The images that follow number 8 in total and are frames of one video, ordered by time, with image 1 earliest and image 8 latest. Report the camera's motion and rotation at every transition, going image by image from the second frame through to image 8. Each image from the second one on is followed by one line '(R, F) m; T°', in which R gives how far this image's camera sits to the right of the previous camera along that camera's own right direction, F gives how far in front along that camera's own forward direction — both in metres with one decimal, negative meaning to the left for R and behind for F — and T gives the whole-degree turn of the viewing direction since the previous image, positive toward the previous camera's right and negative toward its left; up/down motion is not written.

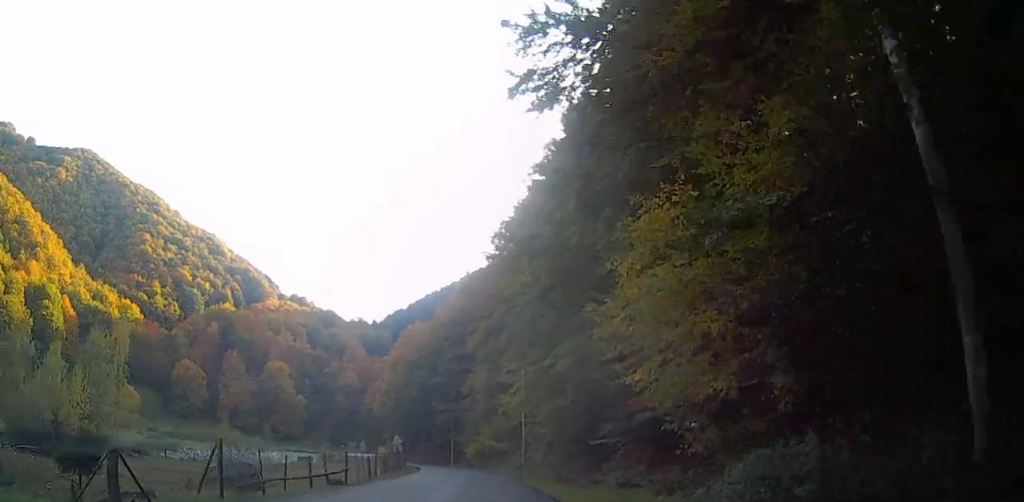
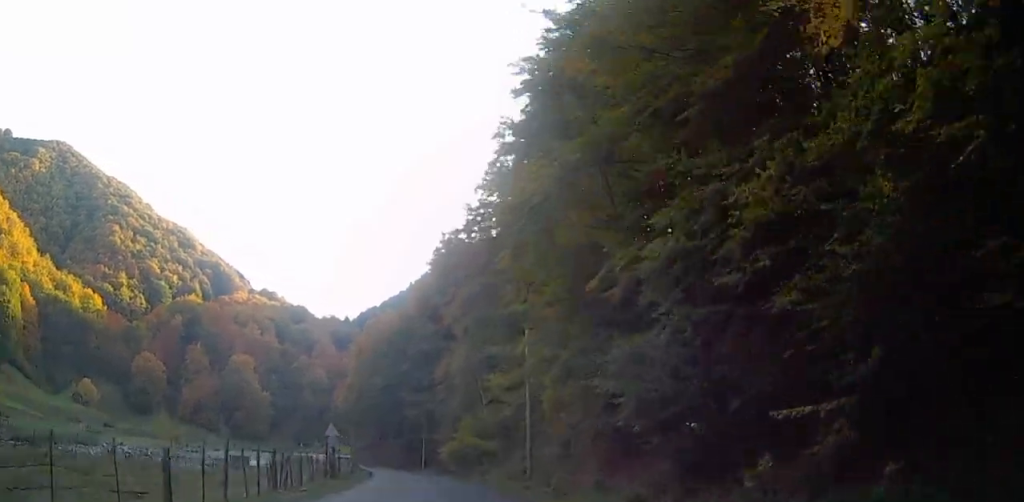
(+0.2, +20.6) m; +2°
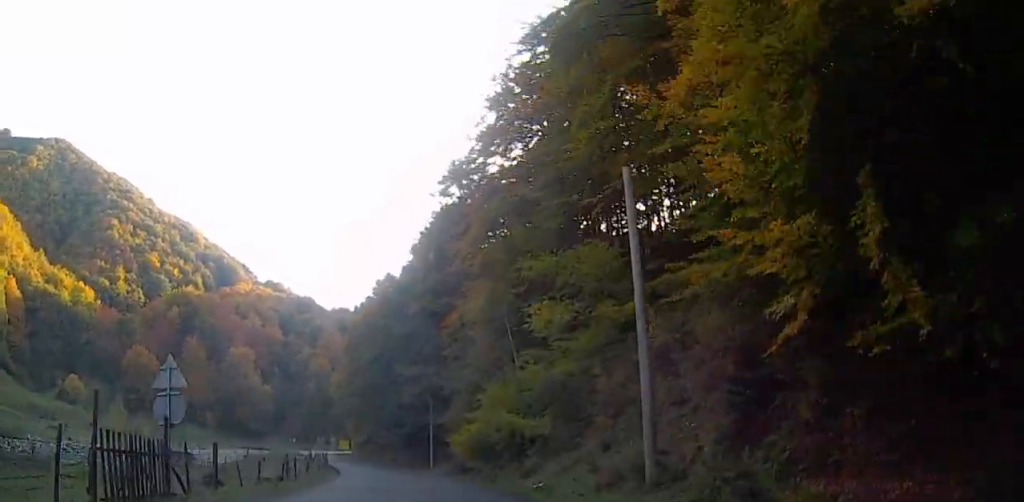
(+0.4, +21.6) m; -1°
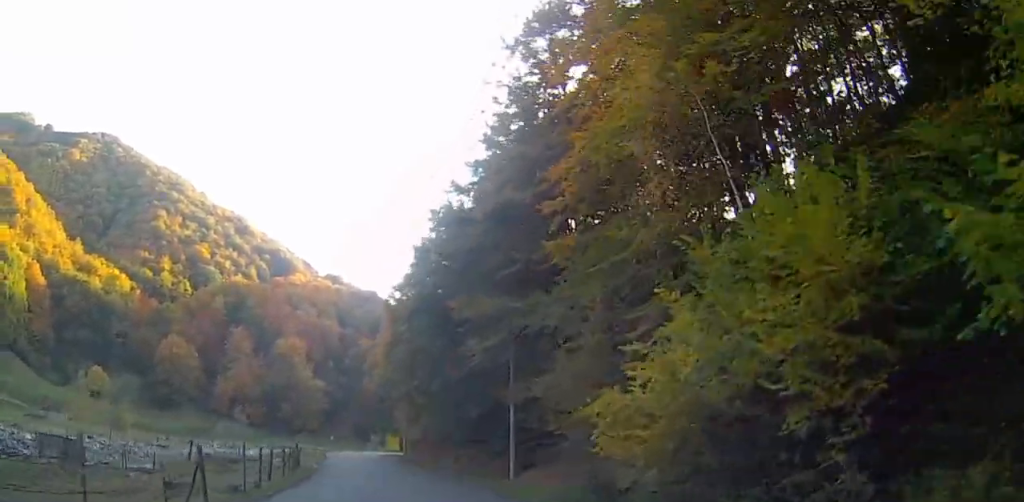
(-1.7, +26.5) m; -7°
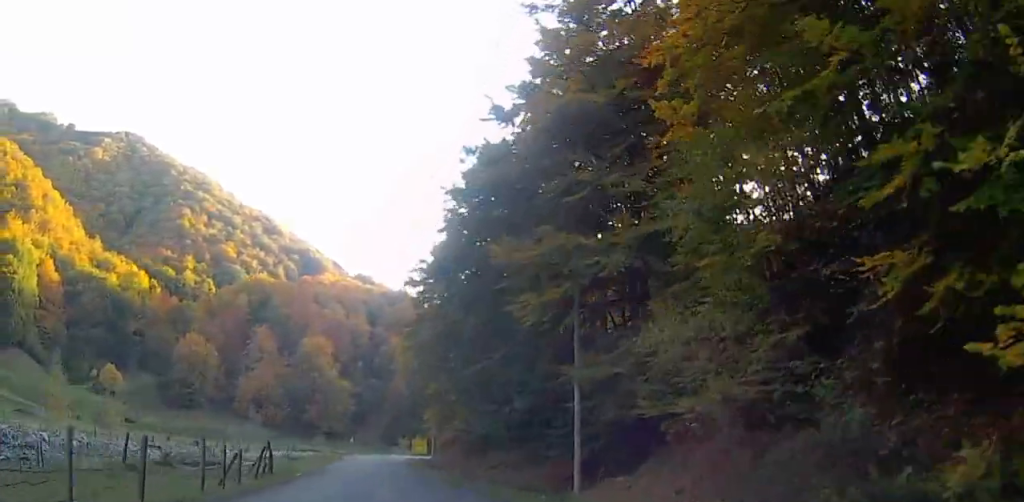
(-0.1, +10.9) m; 0°
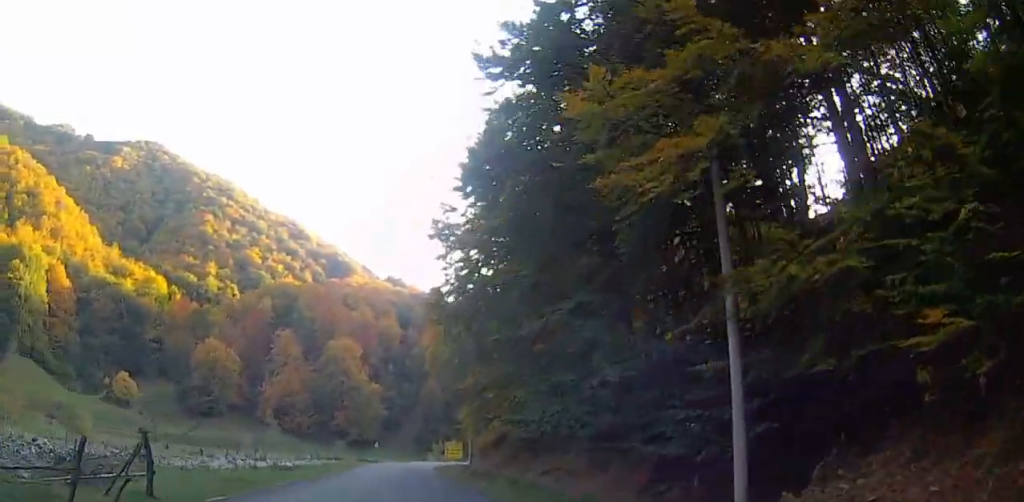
(0.0, +12.5) m; 0°
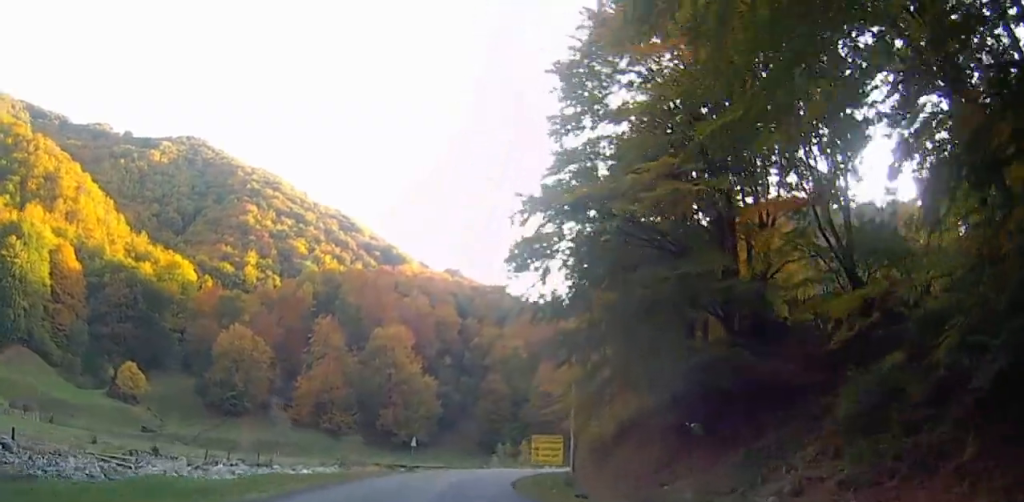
(-0.1, +31.4) m; -5°
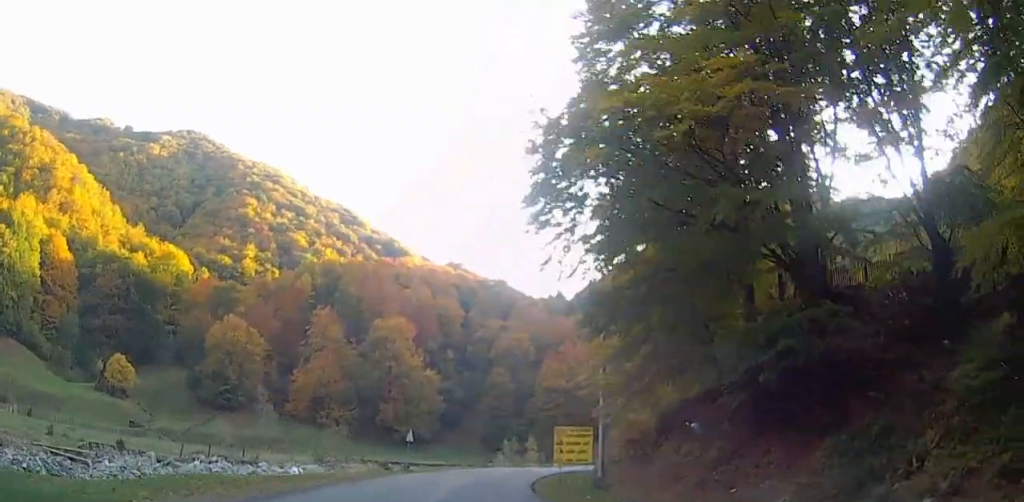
(-0.6, +7.8) m; -3°
